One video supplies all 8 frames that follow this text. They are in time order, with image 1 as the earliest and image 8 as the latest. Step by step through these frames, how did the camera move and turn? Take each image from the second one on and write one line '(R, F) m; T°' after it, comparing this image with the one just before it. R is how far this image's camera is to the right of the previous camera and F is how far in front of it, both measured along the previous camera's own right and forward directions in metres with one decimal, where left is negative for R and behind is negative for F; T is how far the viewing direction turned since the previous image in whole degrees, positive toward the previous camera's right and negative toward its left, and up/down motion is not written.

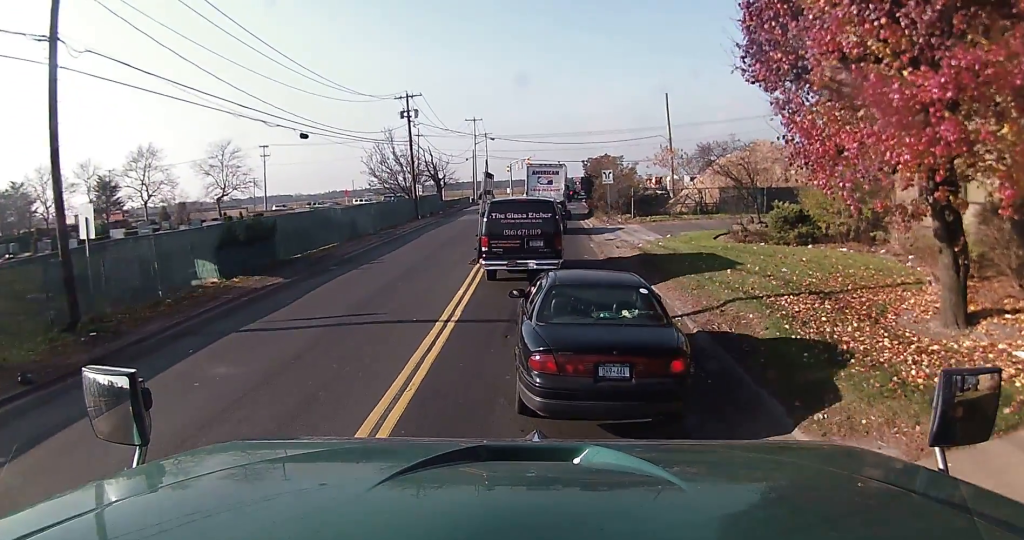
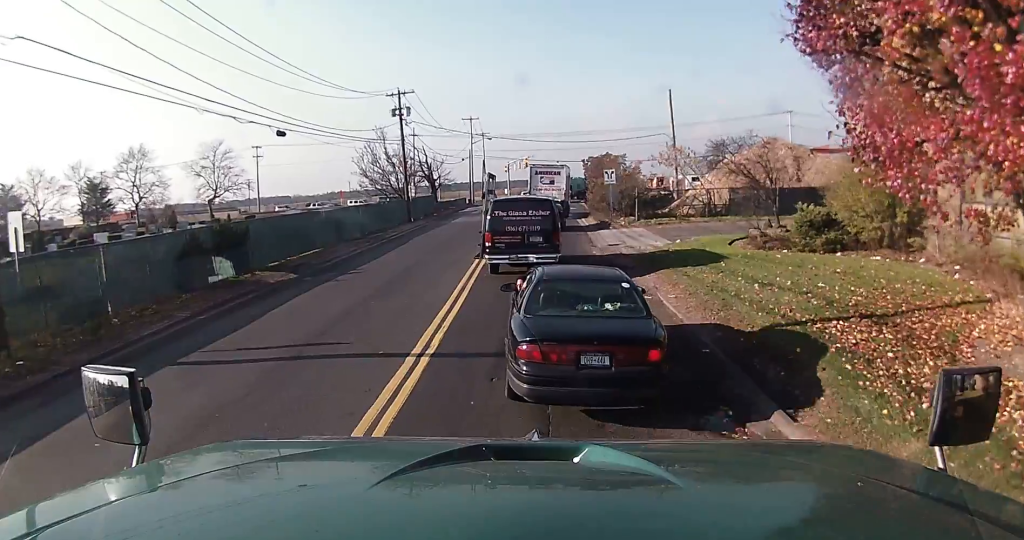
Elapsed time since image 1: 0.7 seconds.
(-0.1, +2.0) m; -2°
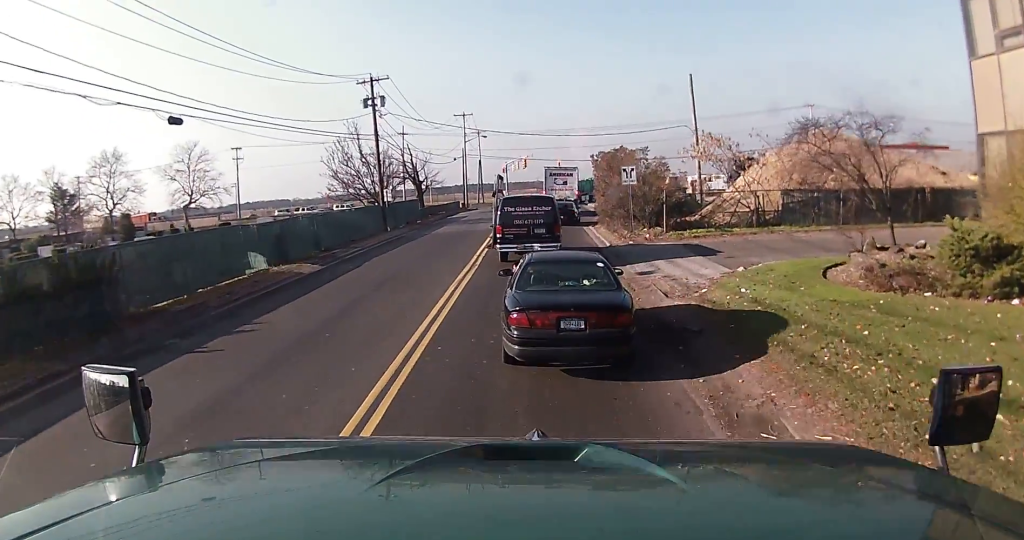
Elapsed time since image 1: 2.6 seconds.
(+0.1, +6.2) m; 0°
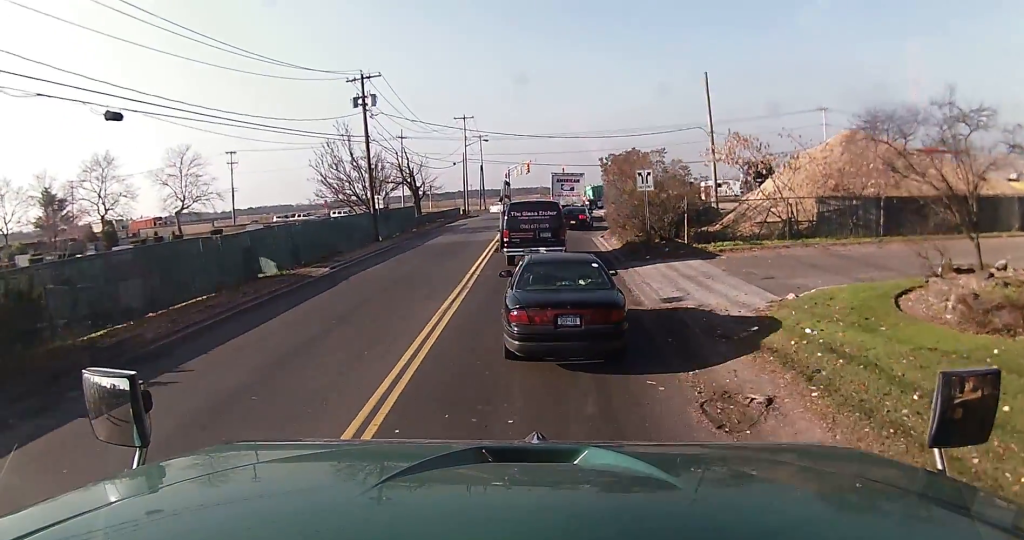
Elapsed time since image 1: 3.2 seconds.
(-0.4, +2.6) m; -2°
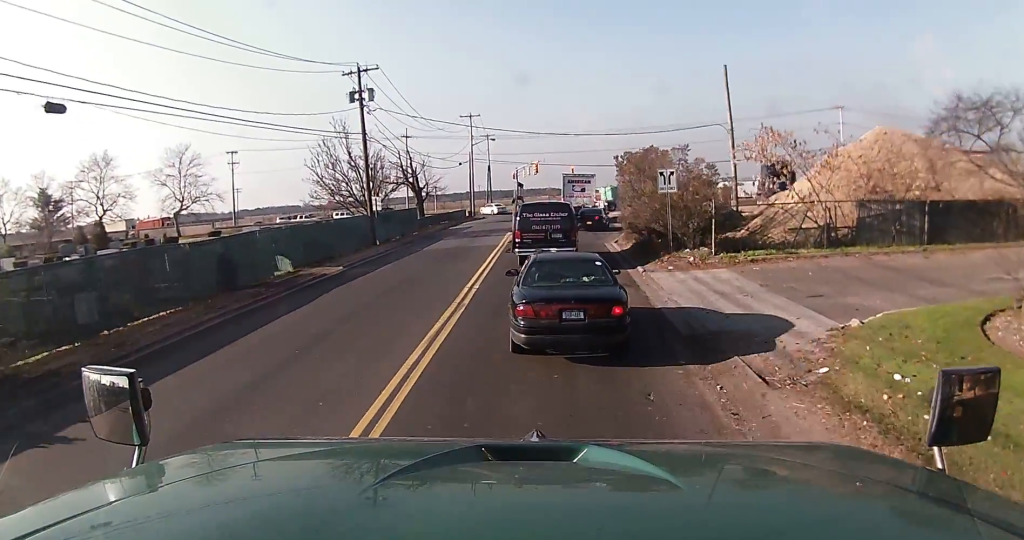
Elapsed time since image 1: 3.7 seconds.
(+0.1, +2.1) m; 0°
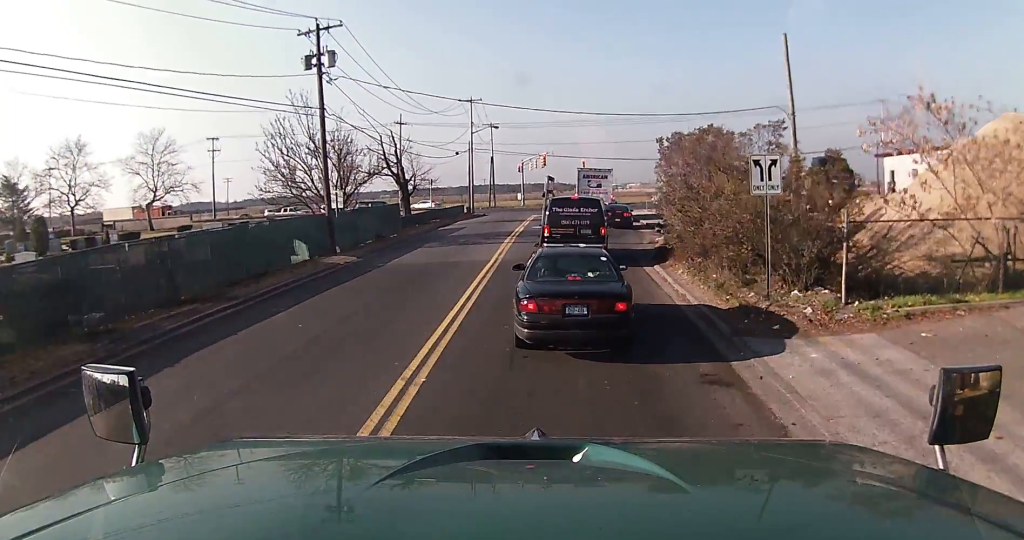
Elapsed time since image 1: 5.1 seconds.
(+0.1, +7.2) m; -4°
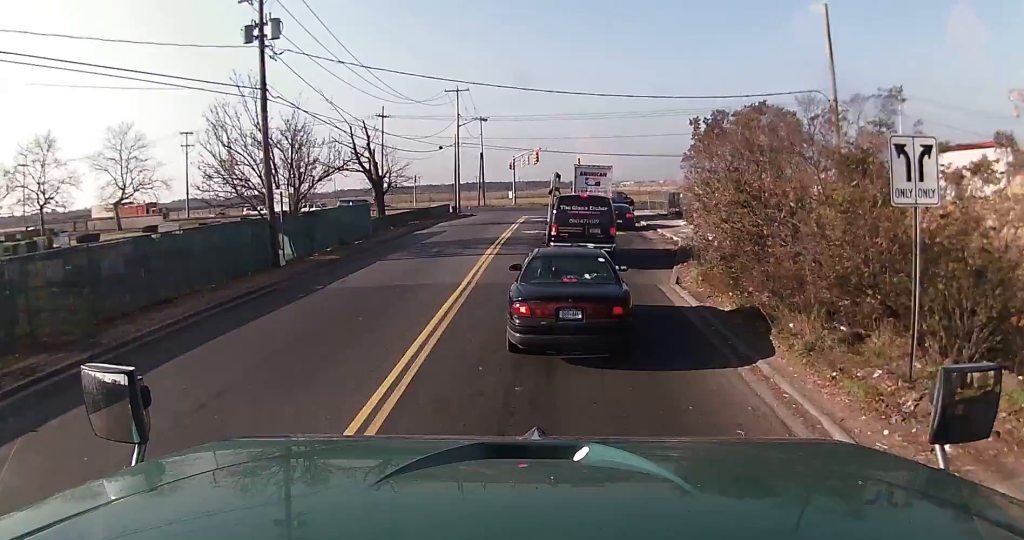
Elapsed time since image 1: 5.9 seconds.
(-0.2, +5.2) m; 0°
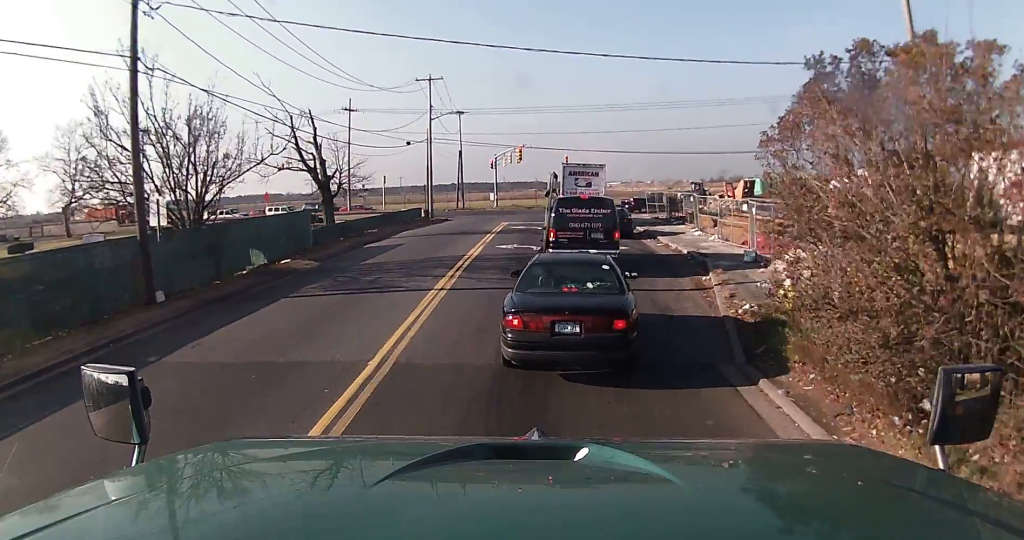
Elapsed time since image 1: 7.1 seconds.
(+0.4, +8.1) m; +5°
